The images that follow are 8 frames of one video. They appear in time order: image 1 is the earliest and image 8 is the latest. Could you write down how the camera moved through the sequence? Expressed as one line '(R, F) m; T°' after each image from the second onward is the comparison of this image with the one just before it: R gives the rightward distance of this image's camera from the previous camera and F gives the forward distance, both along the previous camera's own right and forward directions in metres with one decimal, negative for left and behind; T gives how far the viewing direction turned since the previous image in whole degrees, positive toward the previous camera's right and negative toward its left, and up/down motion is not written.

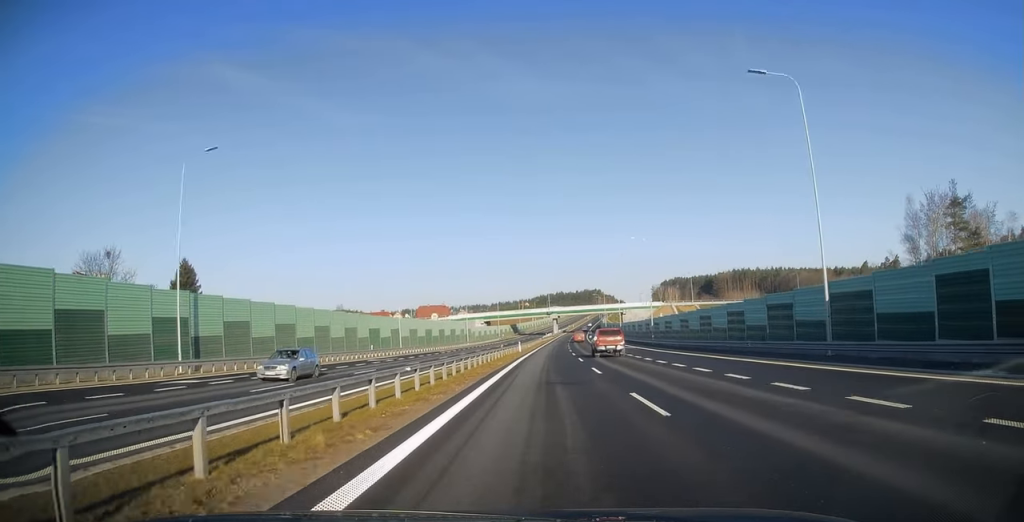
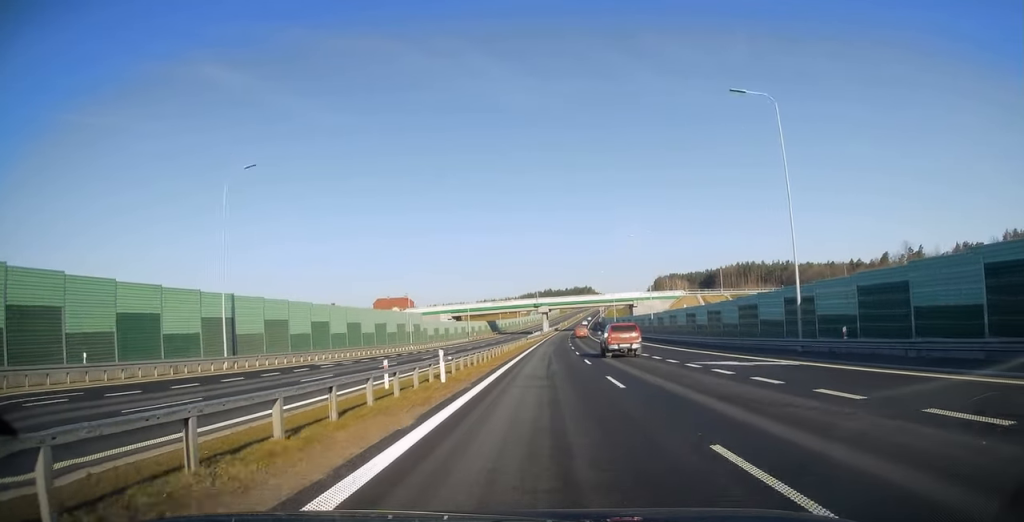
(+0.3, +42.8) m; +1°
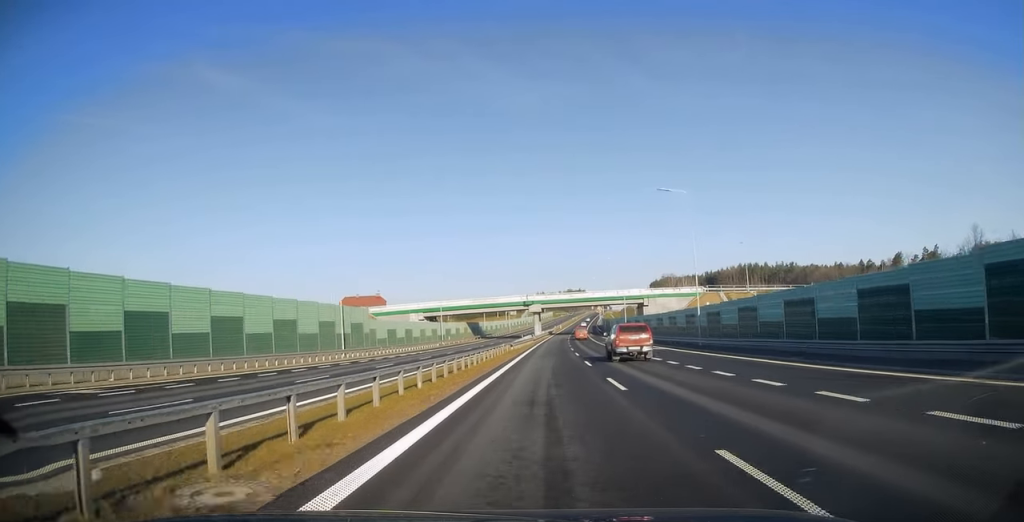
(+0.3, +24.2) m; +1°
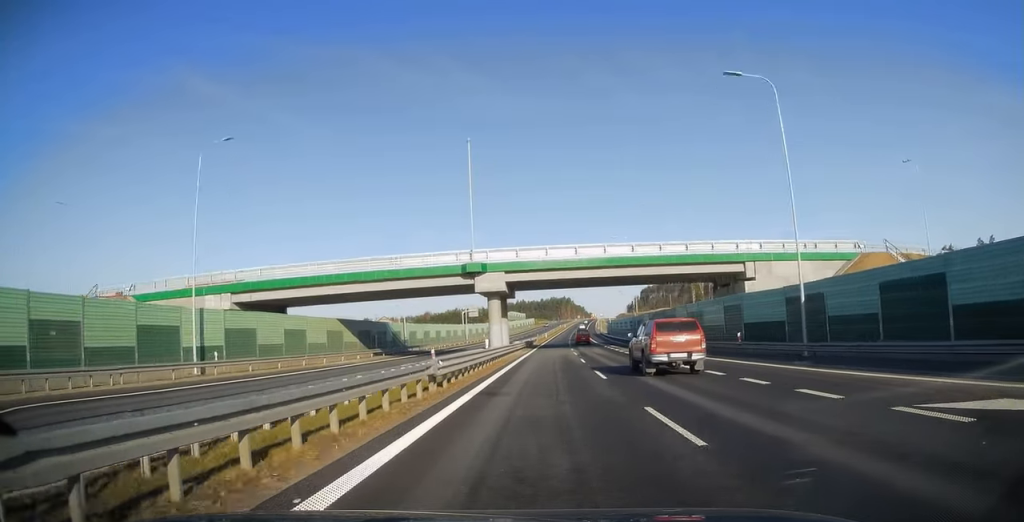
(+0.5, +67.2) m; +1°
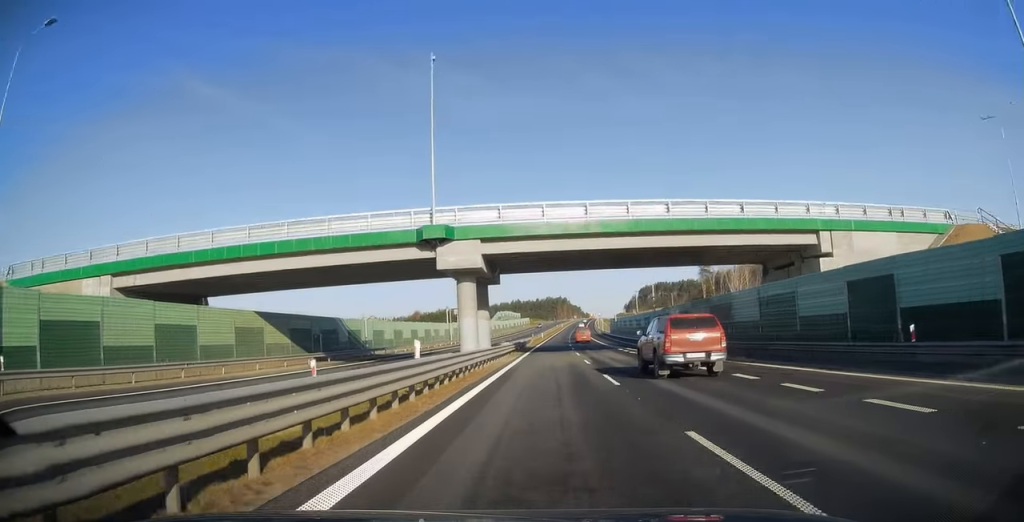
(+0.1, +15.1) m; +1°
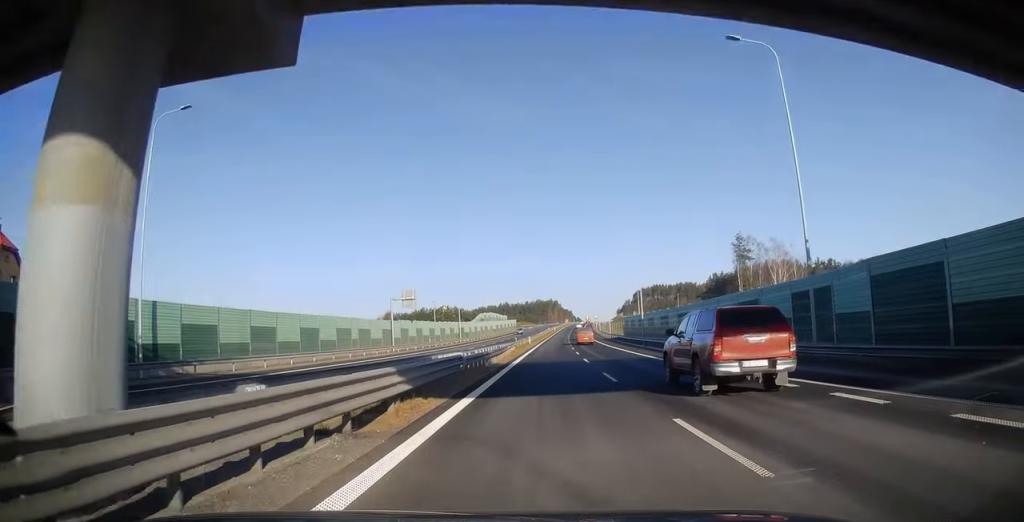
(+0.5, +34.5) m; +1°
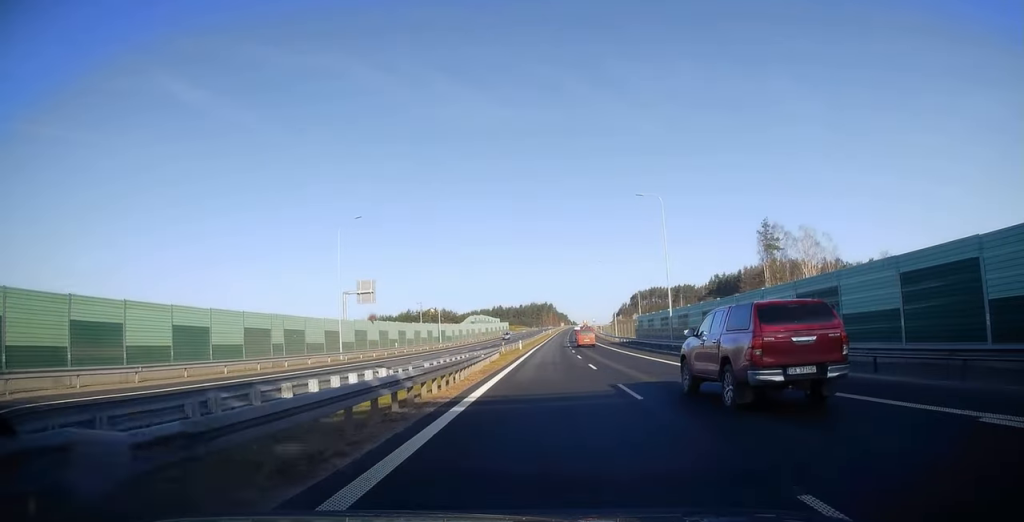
(+0.2, +16.7) m; 0°
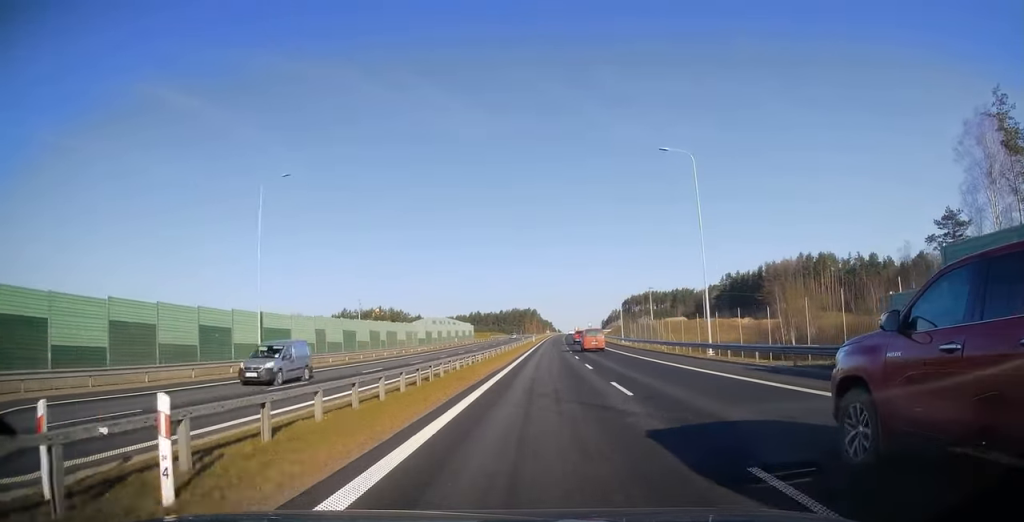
(+0.8, +58.7) m; +2°
